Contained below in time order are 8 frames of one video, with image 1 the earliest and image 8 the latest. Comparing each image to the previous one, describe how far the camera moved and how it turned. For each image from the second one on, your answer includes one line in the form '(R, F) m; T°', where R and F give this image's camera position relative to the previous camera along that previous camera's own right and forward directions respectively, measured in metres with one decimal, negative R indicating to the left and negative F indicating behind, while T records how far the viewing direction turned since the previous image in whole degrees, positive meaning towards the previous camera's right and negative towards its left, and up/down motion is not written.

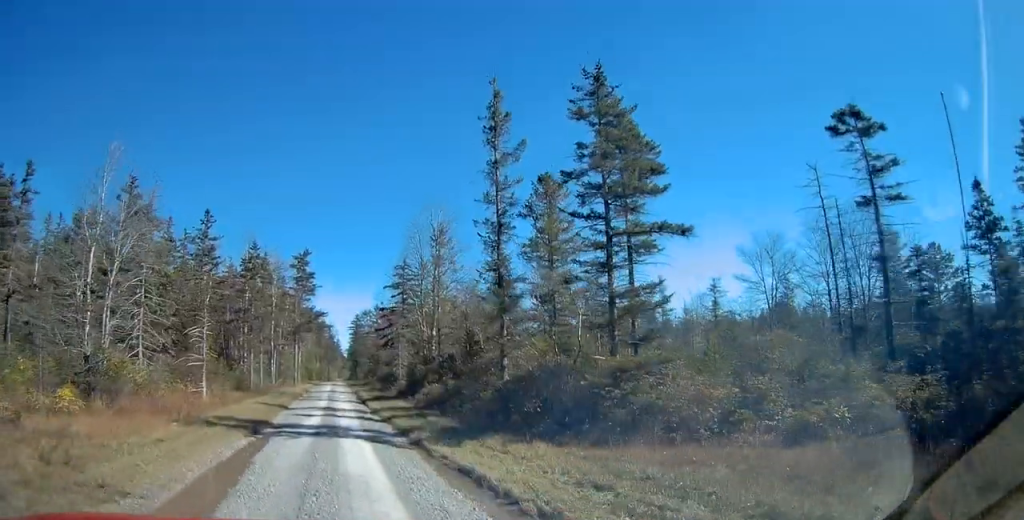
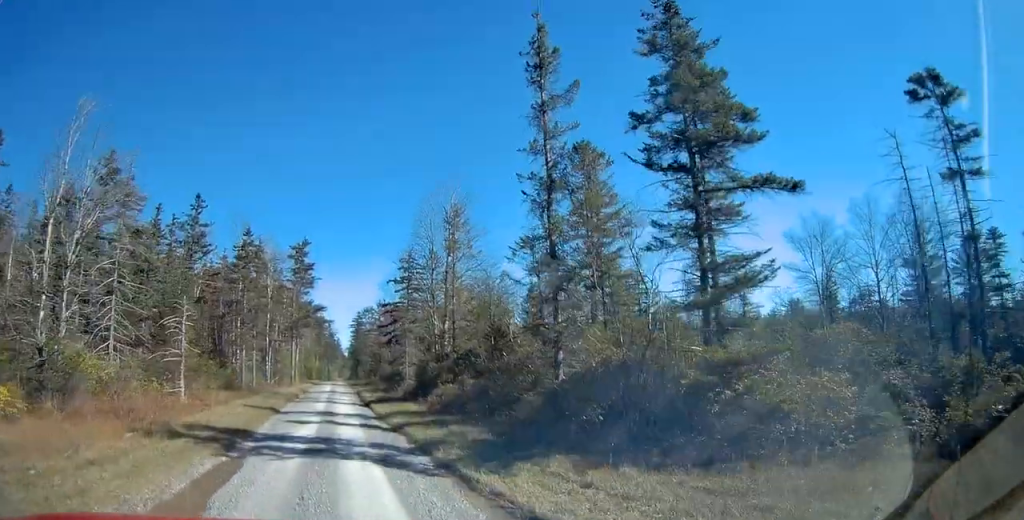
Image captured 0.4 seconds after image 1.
(-0.2, +4.6) m; 0°
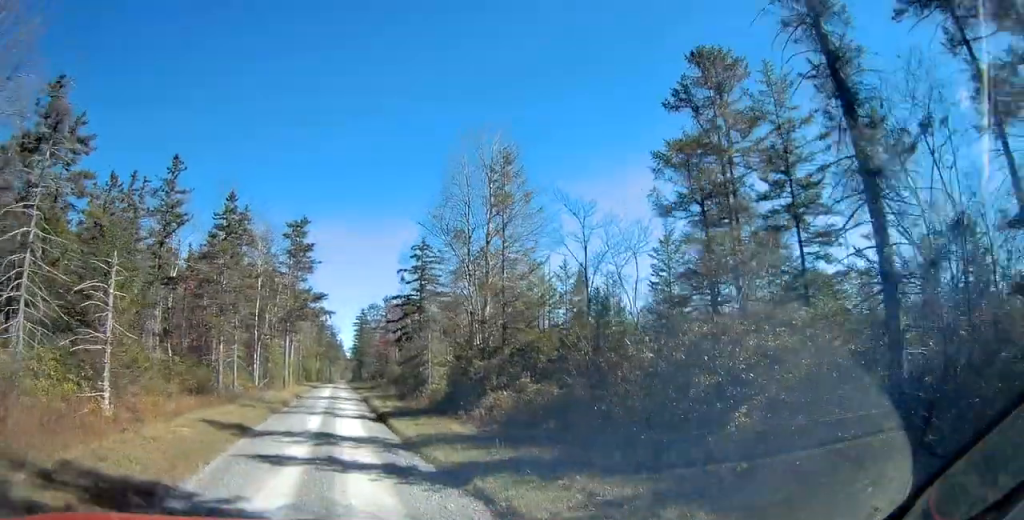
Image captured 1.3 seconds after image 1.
(+0.3, +9.6) m; 0°
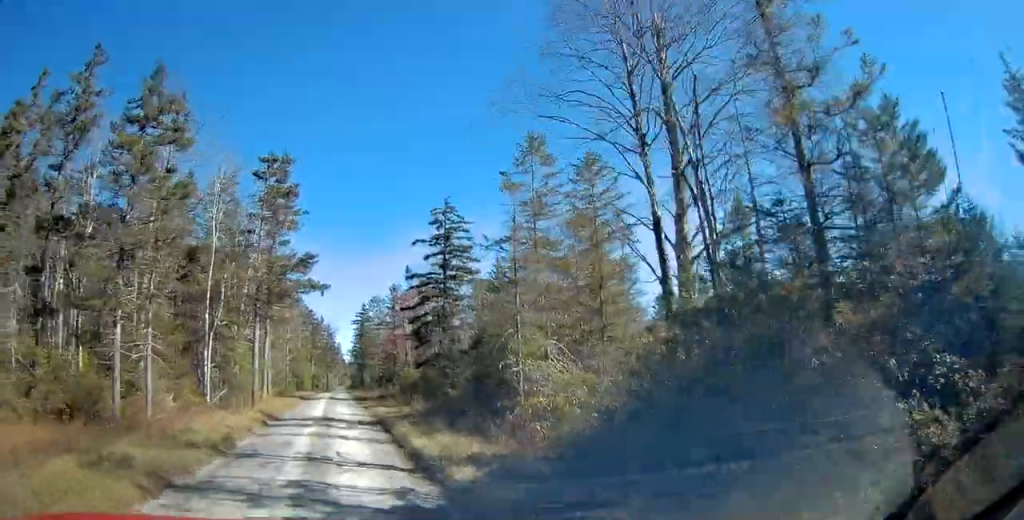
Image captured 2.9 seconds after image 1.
(-0.3, +17.3) m; 0°
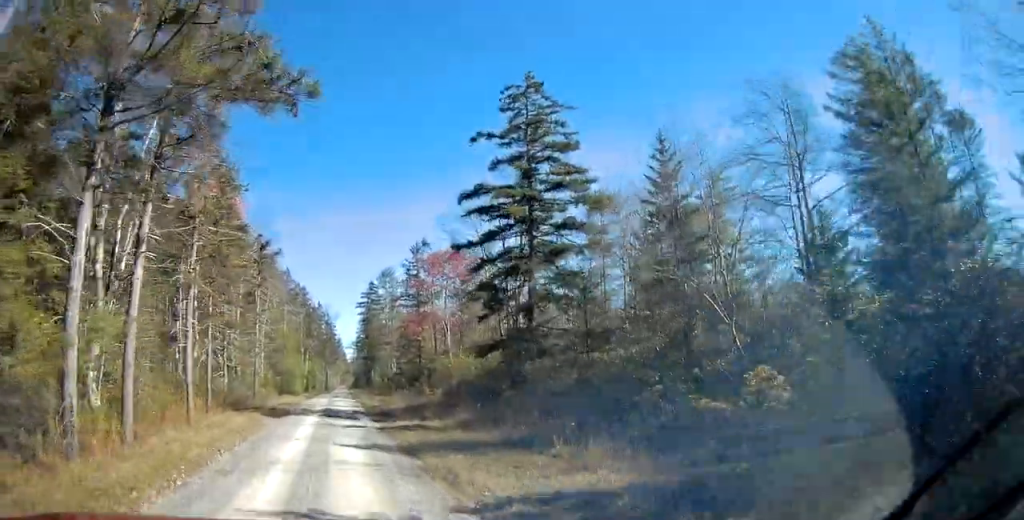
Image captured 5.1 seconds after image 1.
(+0.7, +23.4) m; +1°
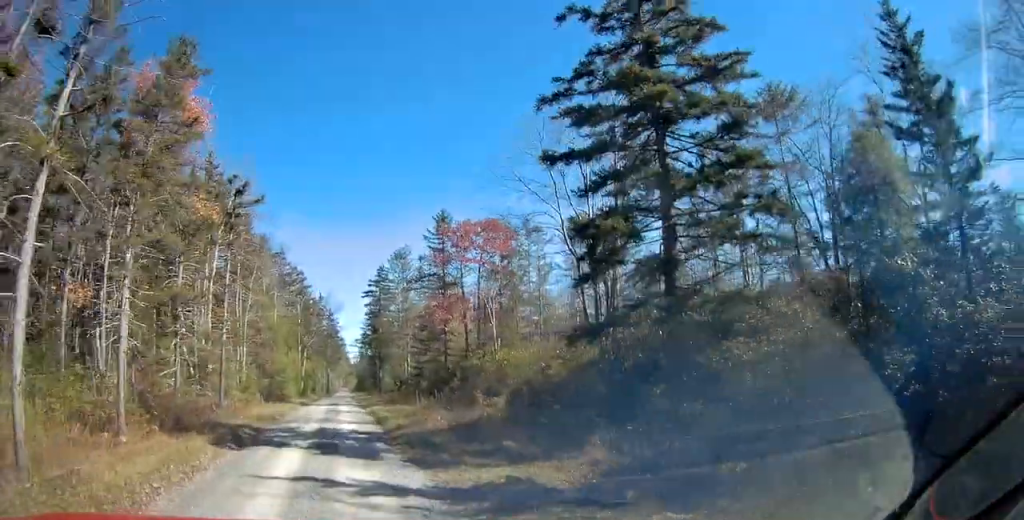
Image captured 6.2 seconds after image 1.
(-0.1, +11.8) m; -1°
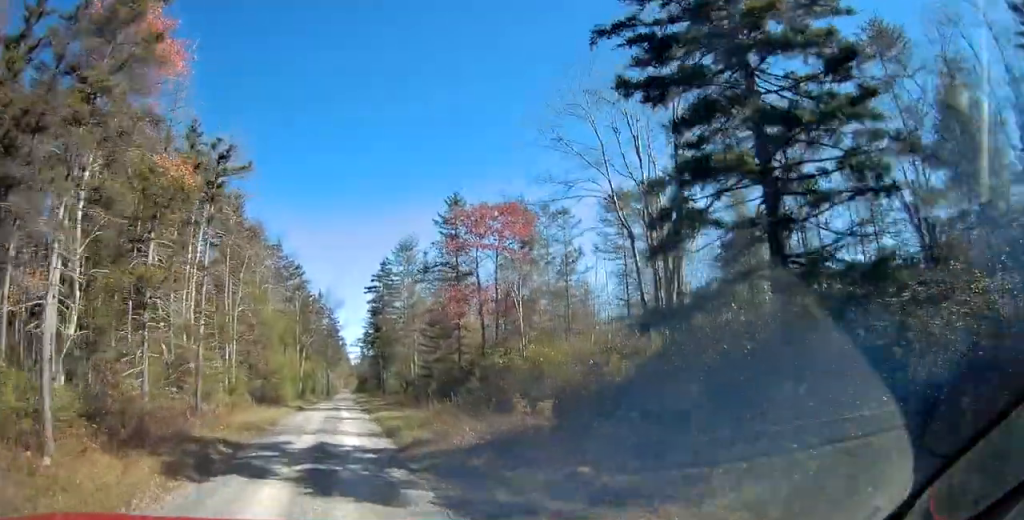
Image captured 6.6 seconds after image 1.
(-0.1, +4.6) m; 0°
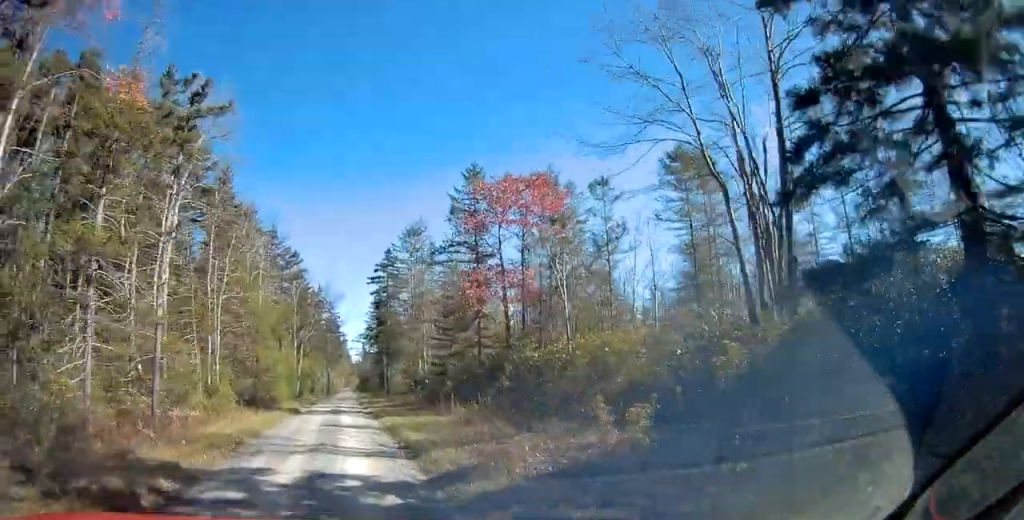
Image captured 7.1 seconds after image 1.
(+0.1, +5.3) m; 0°
